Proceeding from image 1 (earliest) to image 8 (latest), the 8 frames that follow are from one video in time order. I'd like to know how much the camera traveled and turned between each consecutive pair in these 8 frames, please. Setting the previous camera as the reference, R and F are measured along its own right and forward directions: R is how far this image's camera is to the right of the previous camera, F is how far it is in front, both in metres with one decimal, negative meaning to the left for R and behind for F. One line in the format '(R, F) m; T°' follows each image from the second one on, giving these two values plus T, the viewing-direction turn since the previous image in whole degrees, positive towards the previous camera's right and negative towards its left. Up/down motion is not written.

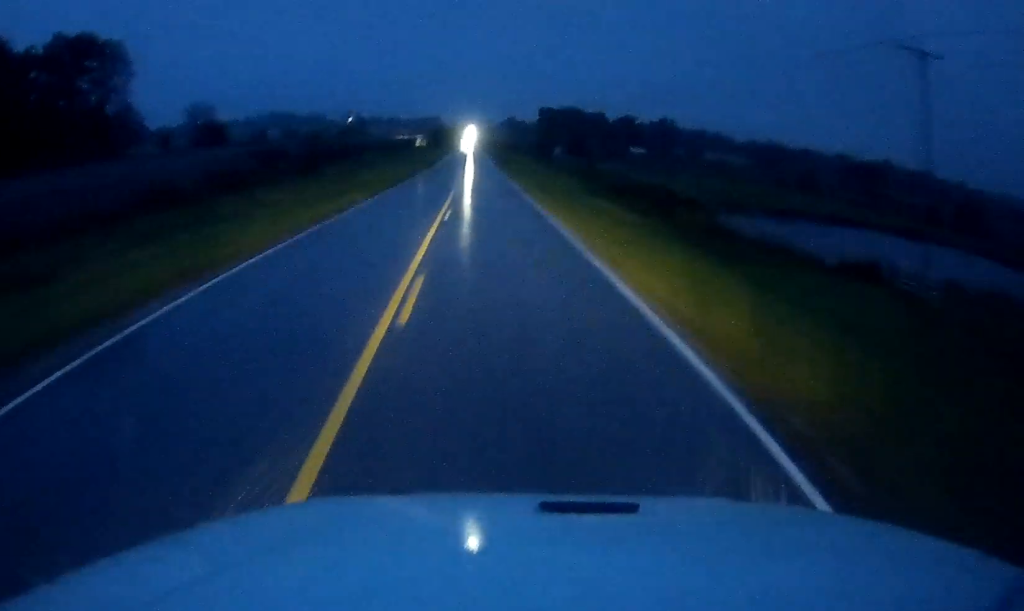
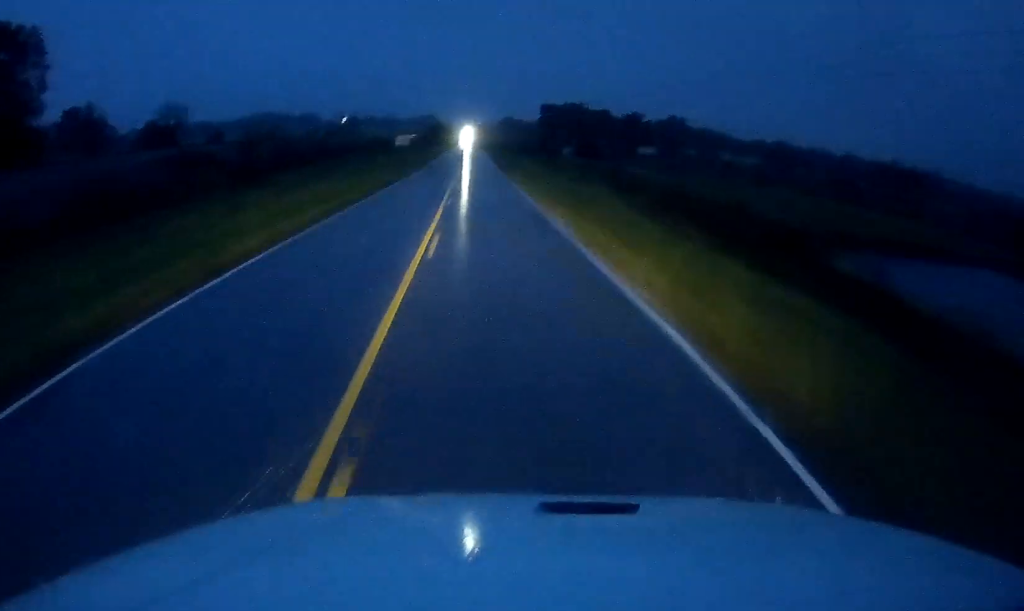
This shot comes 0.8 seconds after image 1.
(0.0, +19.0) m; 0°
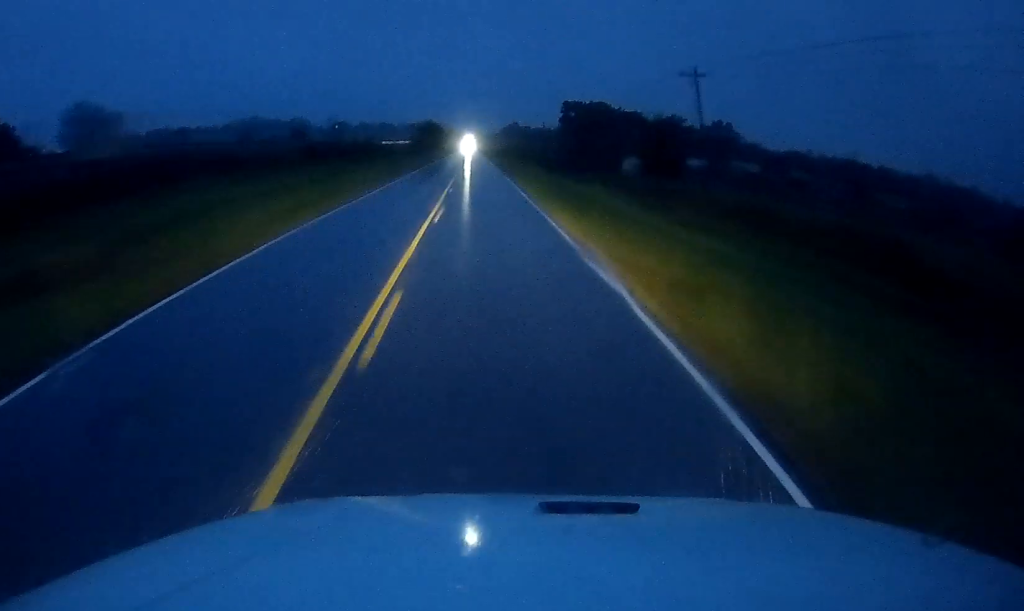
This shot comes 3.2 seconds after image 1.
(+0.6, +55.6) m; +1°
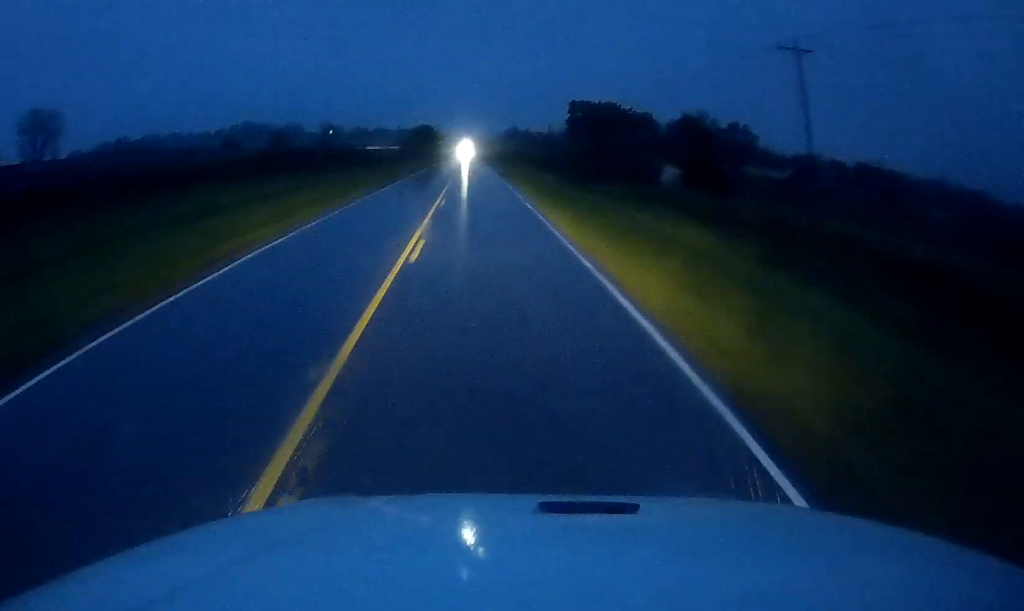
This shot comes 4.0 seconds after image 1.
(0.0, +18.5) m; -1°
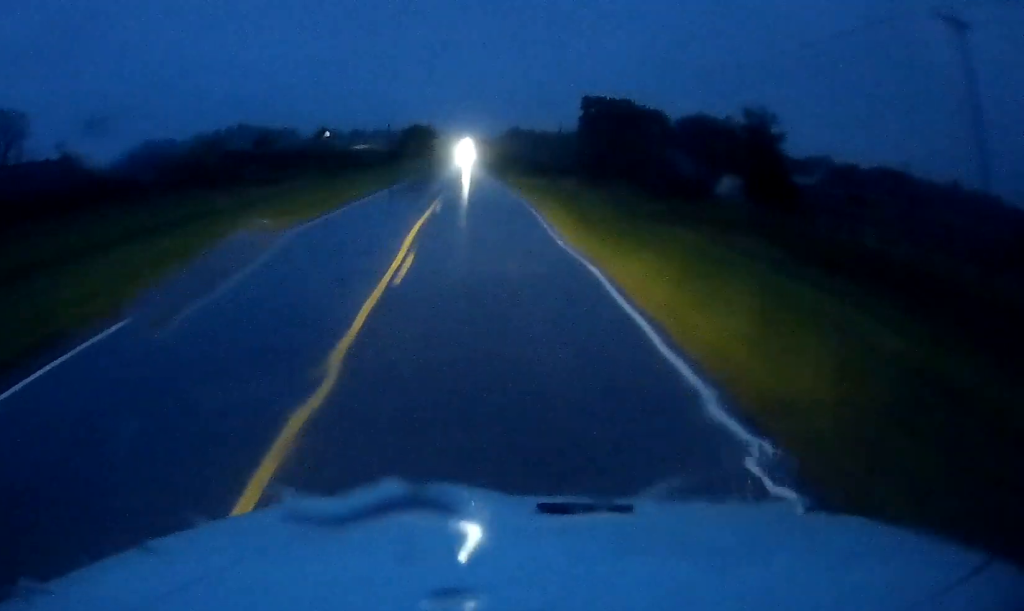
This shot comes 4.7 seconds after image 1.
(0.0, +14.5) m; 0°
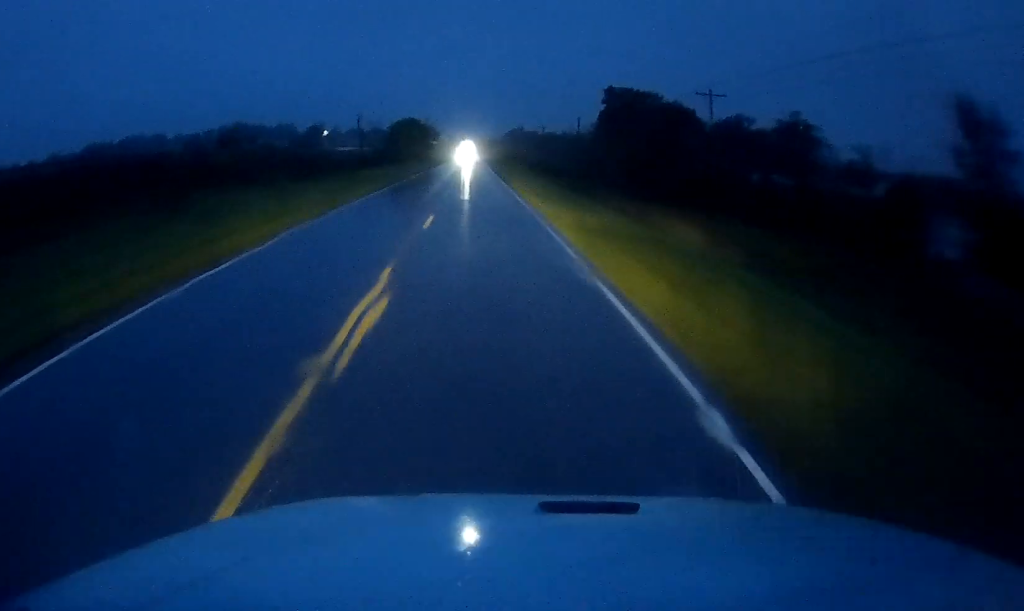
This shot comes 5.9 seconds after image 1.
(-0.1, +28.9) m; +1°
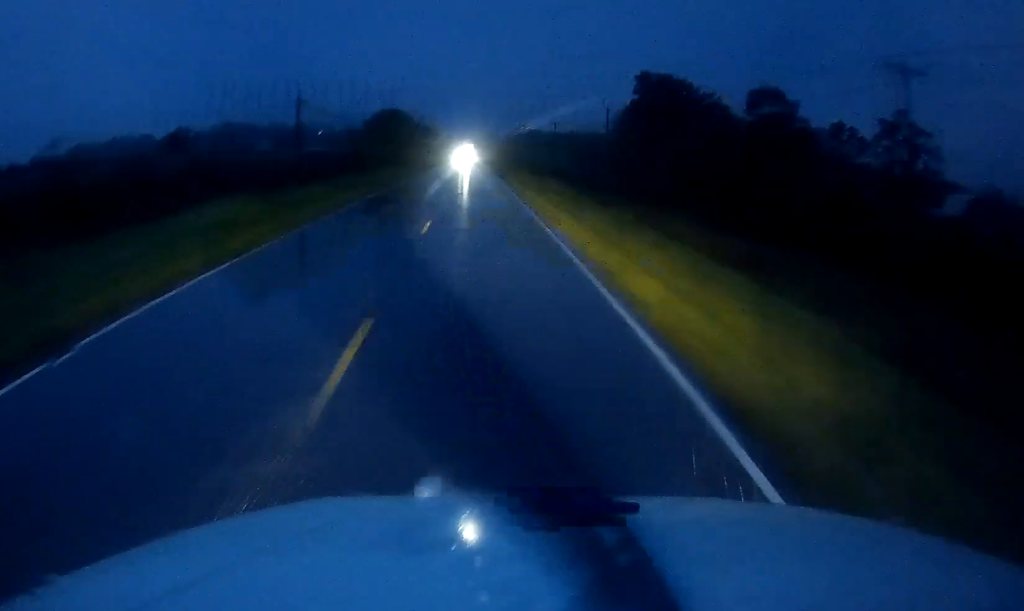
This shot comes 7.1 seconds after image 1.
(+0.3, +25.7) m; 0°
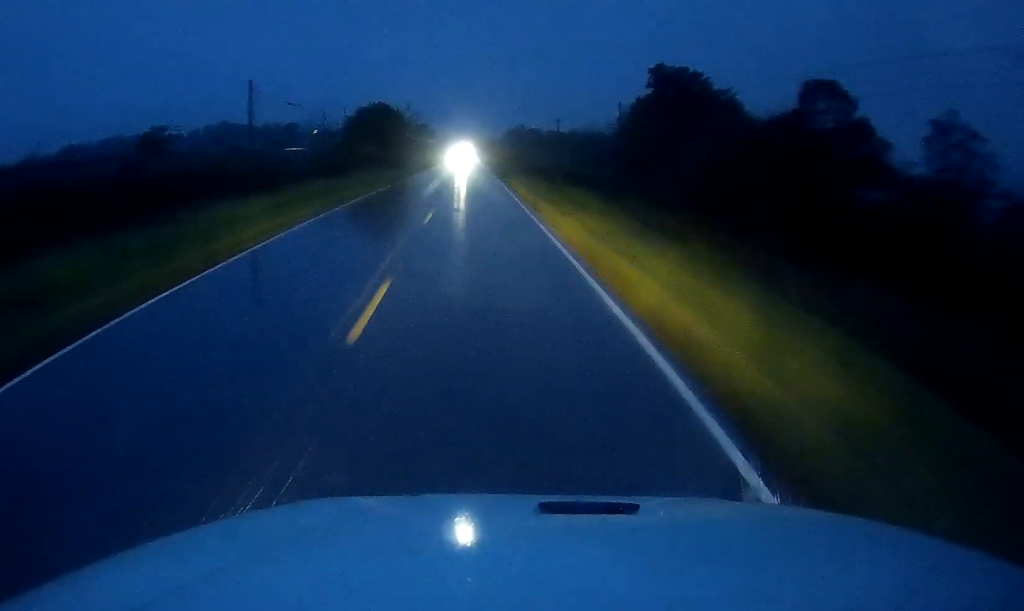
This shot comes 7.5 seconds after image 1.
(0.0, +9.8) m; 0°
